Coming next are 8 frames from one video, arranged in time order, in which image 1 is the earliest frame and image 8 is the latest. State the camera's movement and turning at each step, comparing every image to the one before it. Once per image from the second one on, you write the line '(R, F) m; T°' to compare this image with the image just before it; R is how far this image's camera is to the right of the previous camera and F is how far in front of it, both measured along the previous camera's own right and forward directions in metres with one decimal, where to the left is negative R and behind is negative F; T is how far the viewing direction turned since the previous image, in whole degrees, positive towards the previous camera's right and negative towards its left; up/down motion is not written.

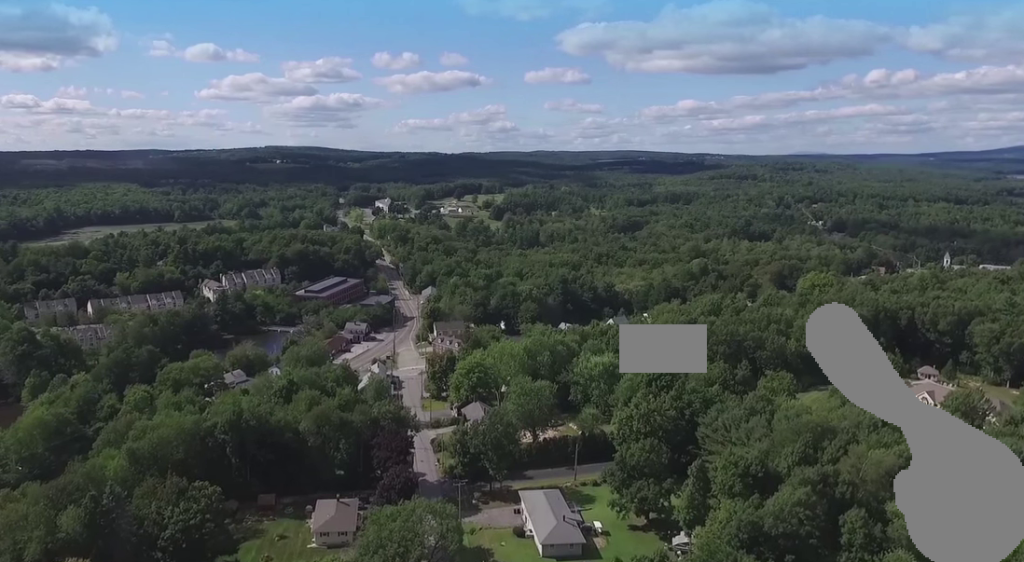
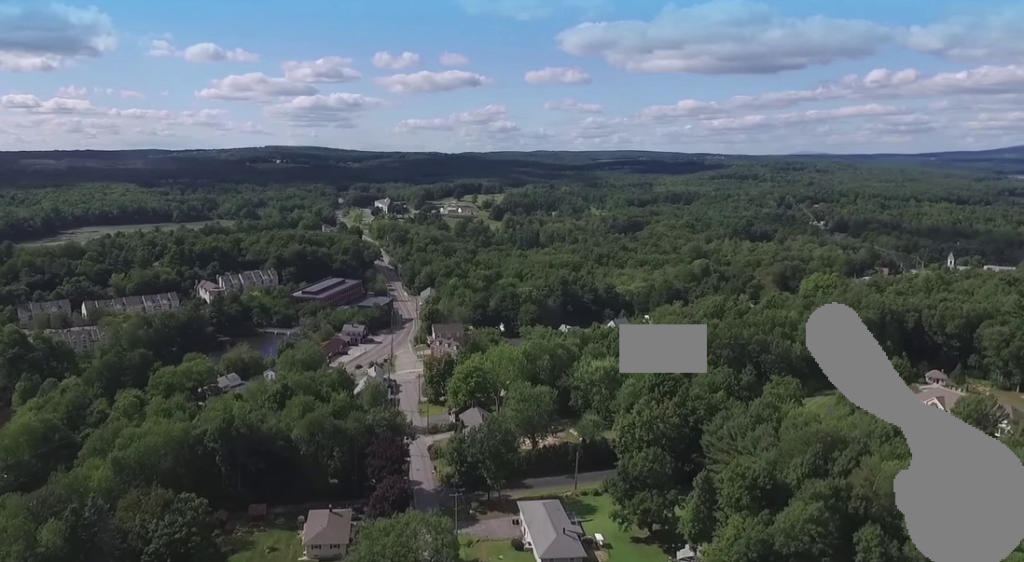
(-0.1, +5.1) m; -2°
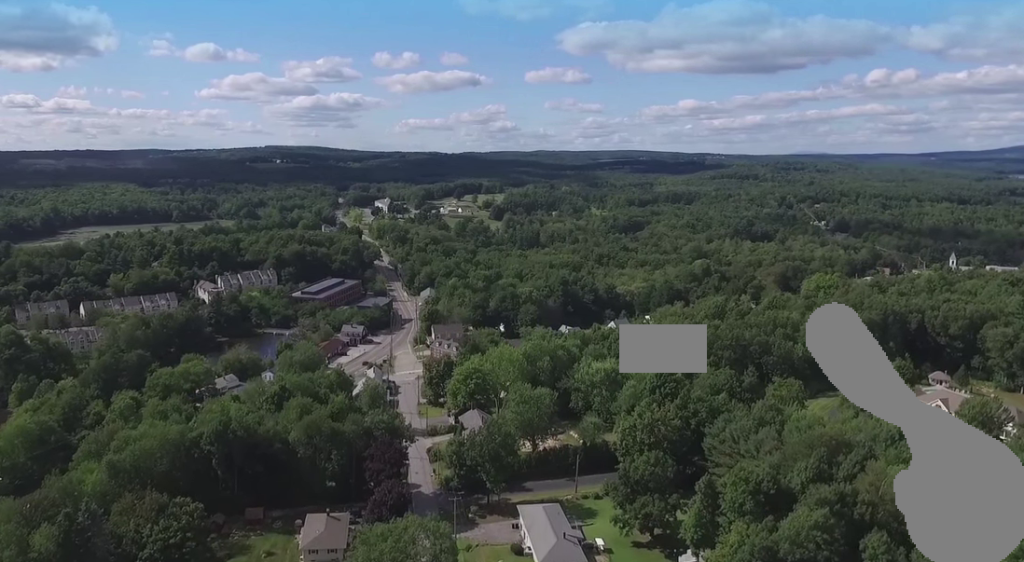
(0.0, +1.8) m; -1°
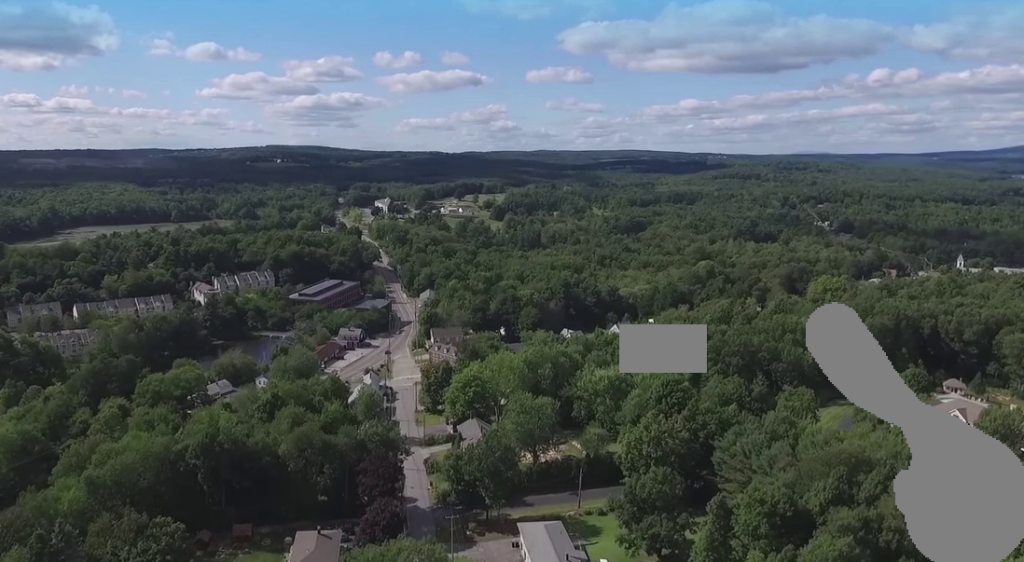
(-0.1, +6.8) m; 0°
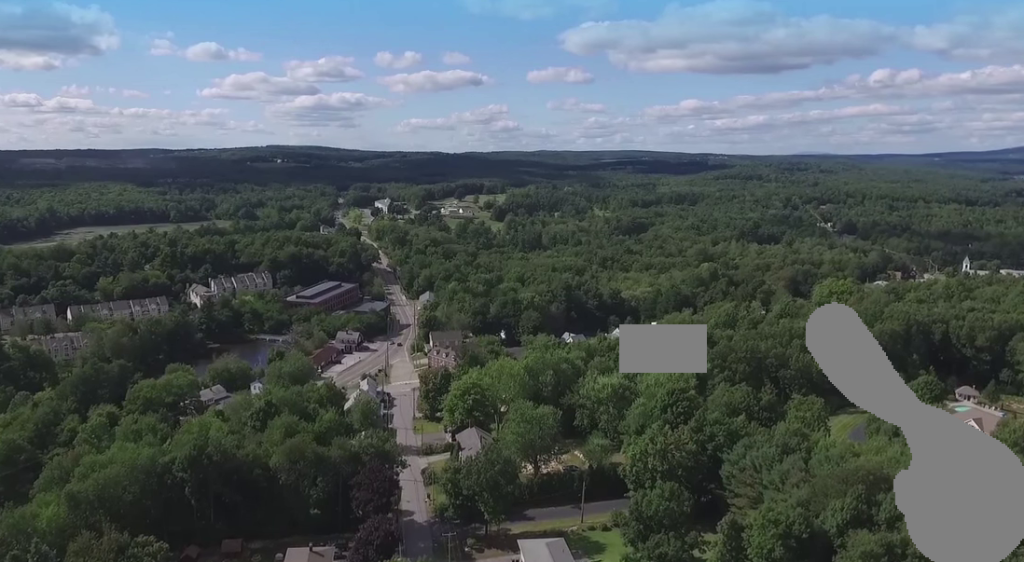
(+0.1, +6.1) m; +3°
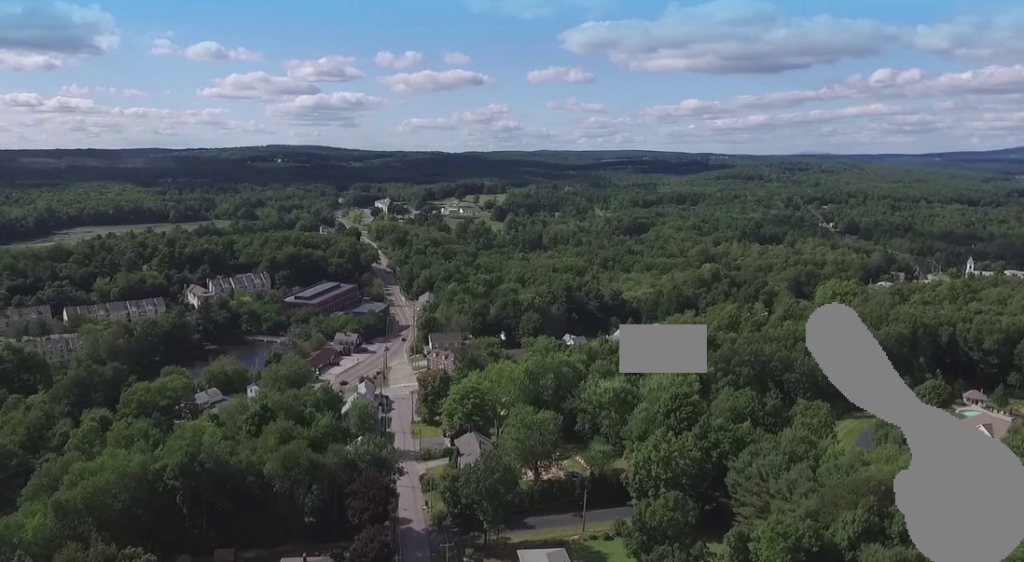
(+0.1, +3.7) m; +1°
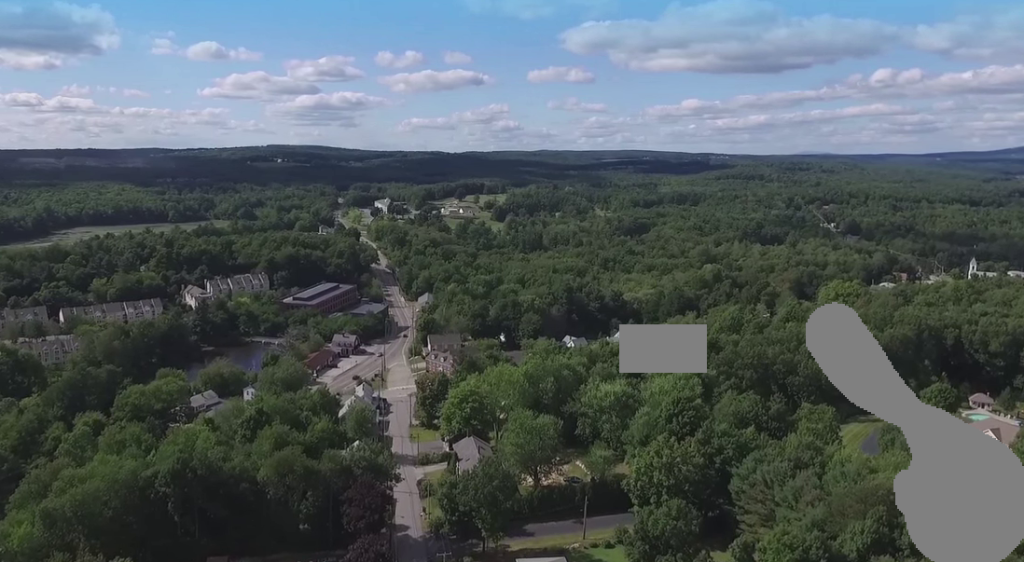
(0.0, +3.0) m; 0°
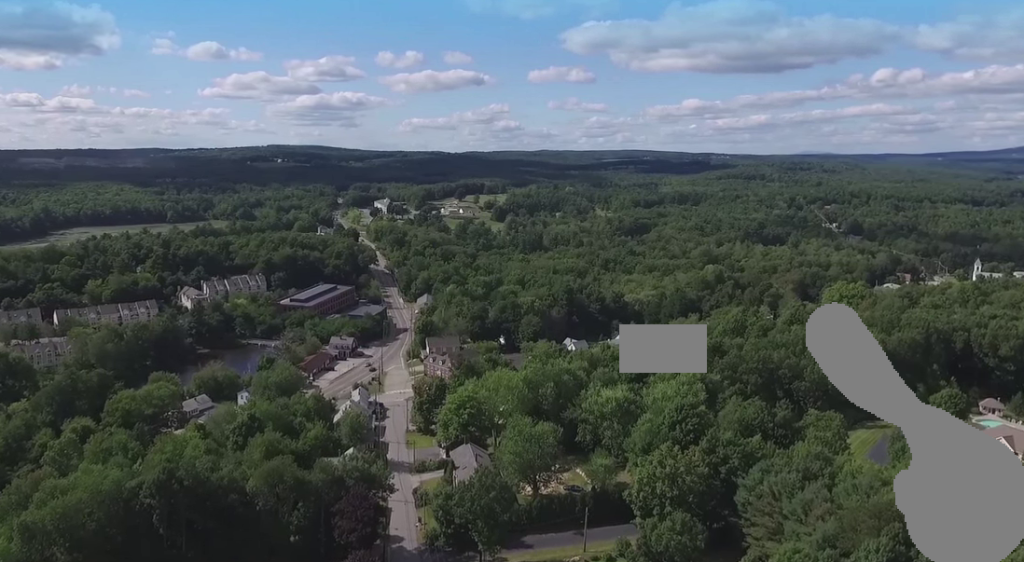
(0.0, +4.8) m; -1°
